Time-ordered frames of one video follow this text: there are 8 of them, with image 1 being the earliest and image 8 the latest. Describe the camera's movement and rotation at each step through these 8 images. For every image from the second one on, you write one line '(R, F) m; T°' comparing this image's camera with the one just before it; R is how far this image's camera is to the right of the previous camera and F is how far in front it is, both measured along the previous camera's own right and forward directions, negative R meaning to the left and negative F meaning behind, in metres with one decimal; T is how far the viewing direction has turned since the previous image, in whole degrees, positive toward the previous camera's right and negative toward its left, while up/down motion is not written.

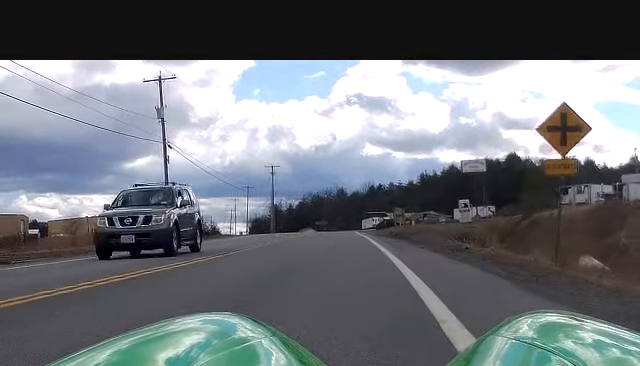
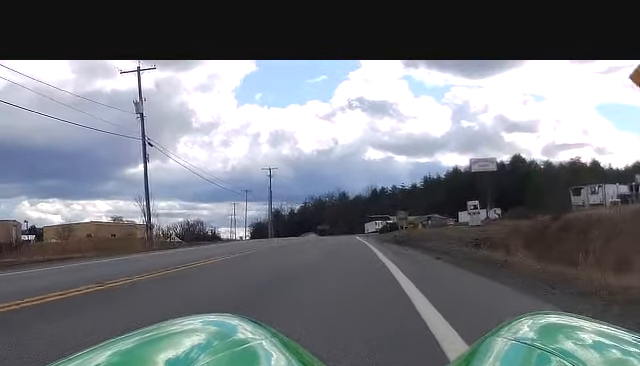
(+0.1, +6.1) m; 0°
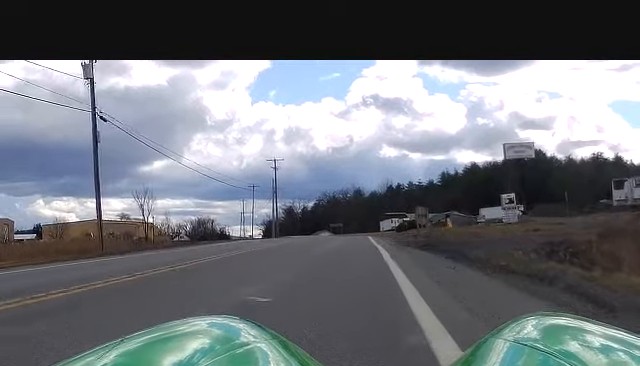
(0.0, +13.0) m; 0°
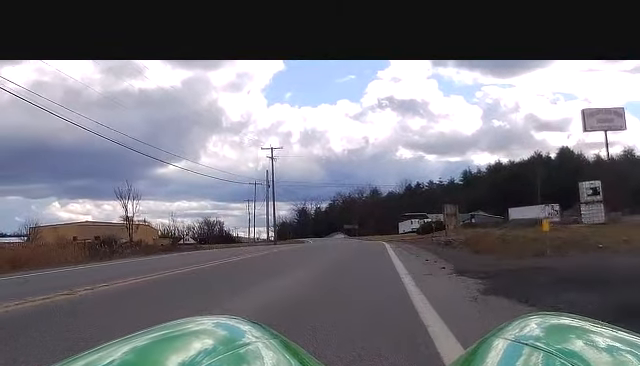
(-0.6, +22.7) m; -2°
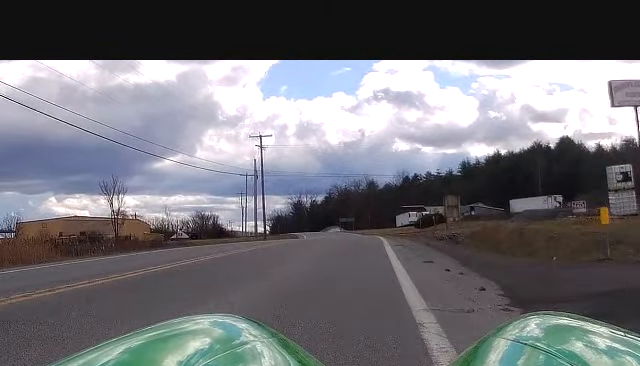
(-0.1, +6.7) m; 0°
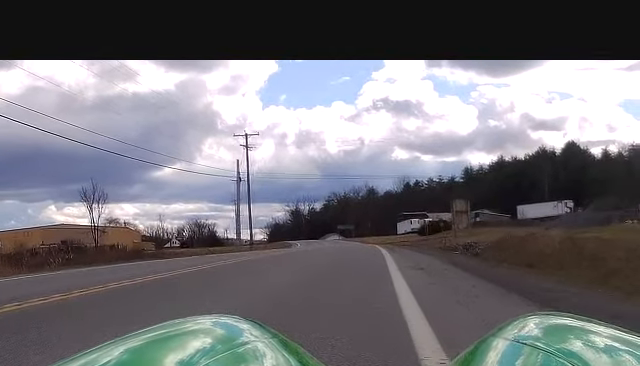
(+0.1, +10.3) m; 0°
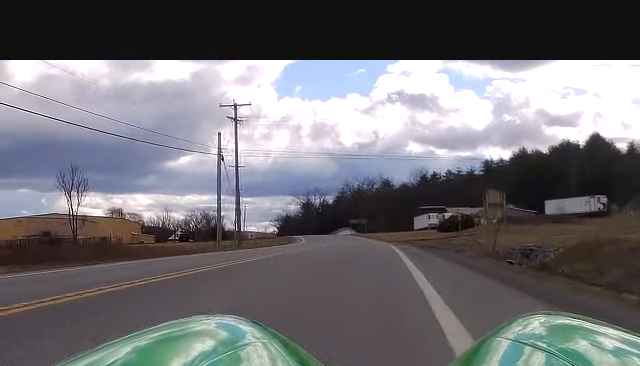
(-0.1, +15.5) m; 0°
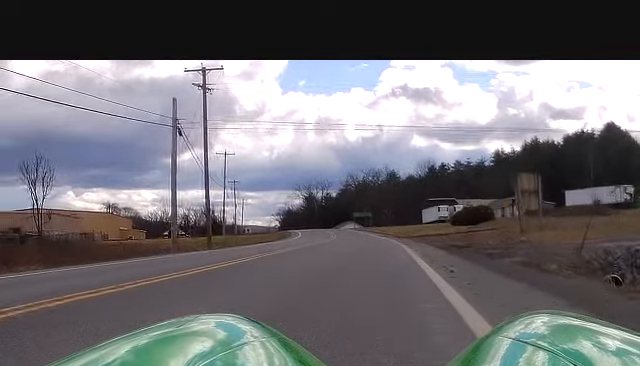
(0.0, +14.2) m; -1°
